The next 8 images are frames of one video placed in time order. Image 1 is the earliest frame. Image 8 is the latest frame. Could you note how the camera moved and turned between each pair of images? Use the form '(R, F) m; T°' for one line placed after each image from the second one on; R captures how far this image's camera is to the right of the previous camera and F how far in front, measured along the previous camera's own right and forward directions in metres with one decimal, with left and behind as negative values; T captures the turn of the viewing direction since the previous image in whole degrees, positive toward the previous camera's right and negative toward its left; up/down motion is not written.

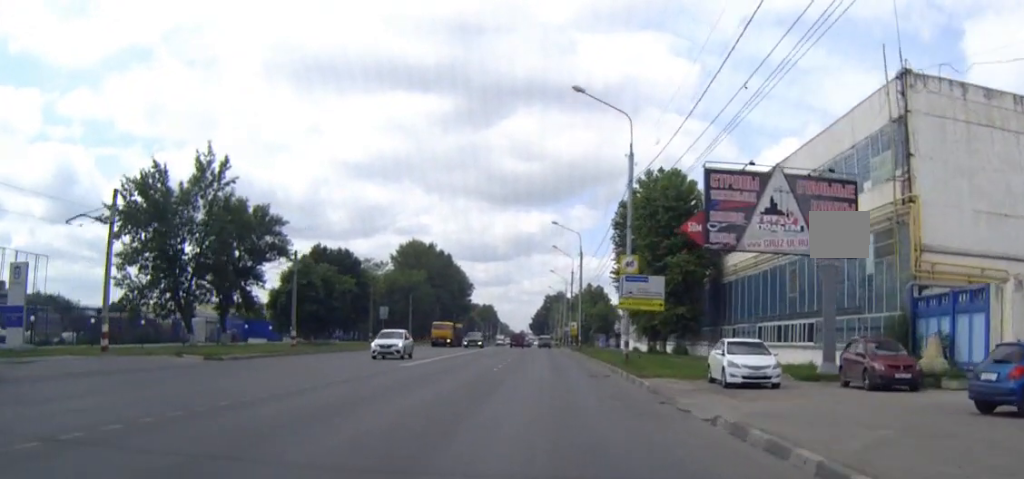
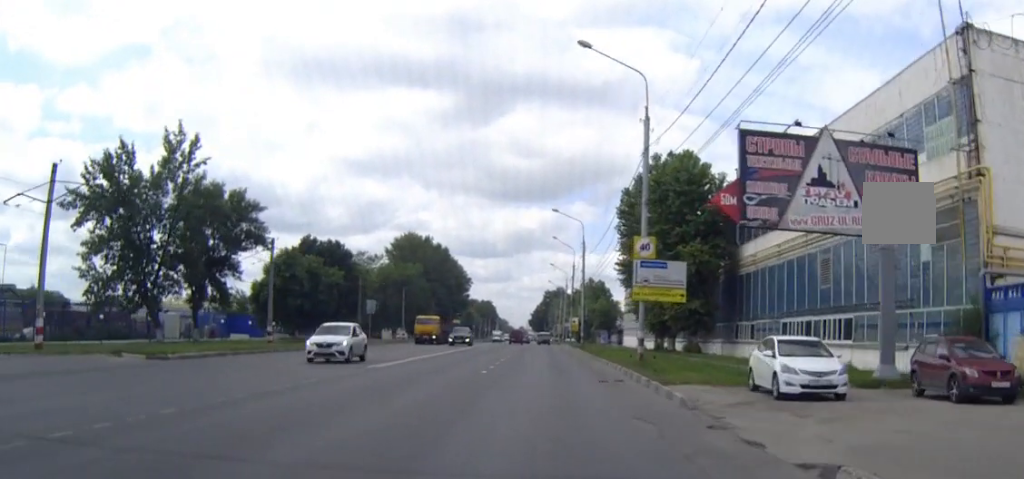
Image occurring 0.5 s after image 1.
(0.0, +5.7) m; -1°
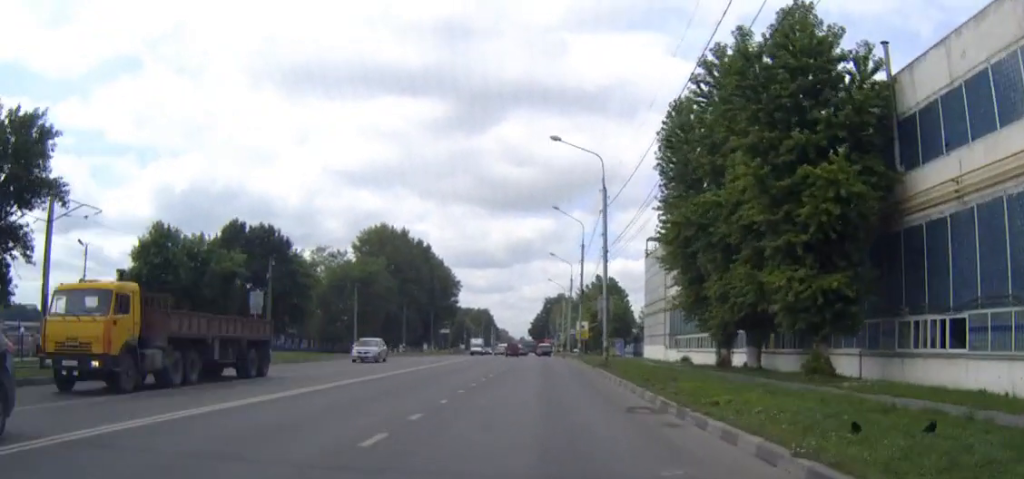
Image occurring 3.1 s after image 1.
(-0.1, +29.7) m; 0°
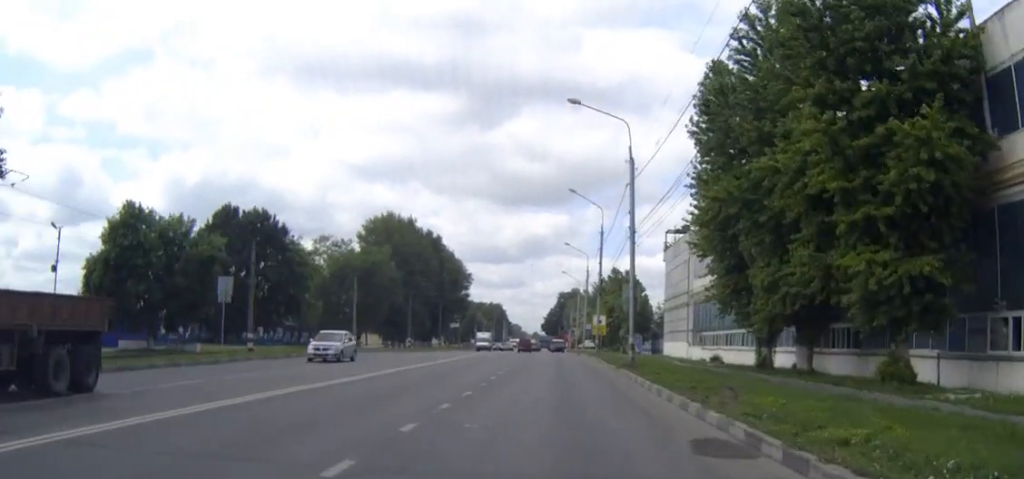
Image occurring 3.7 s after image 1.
(0.0, +6.4) m; 0°
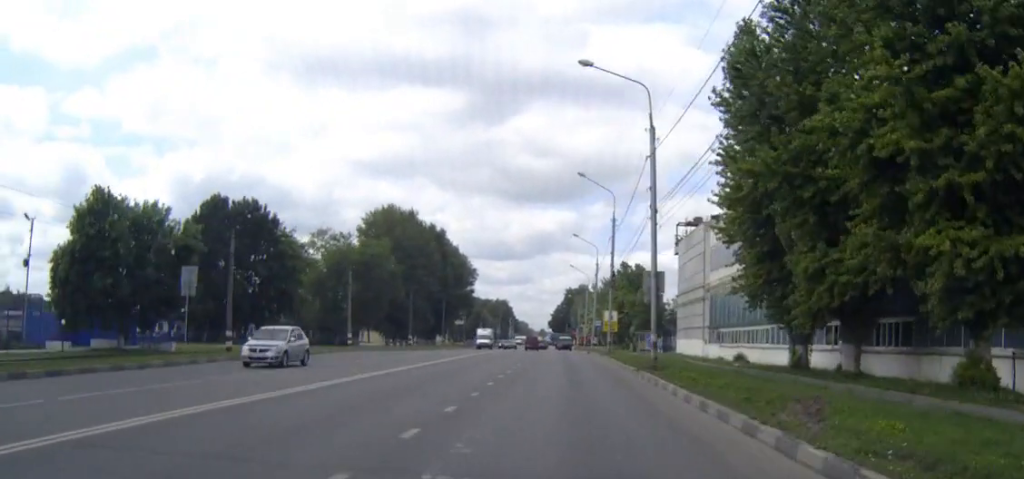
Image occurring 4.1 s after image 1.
(0.0, +4.9) m; 0°
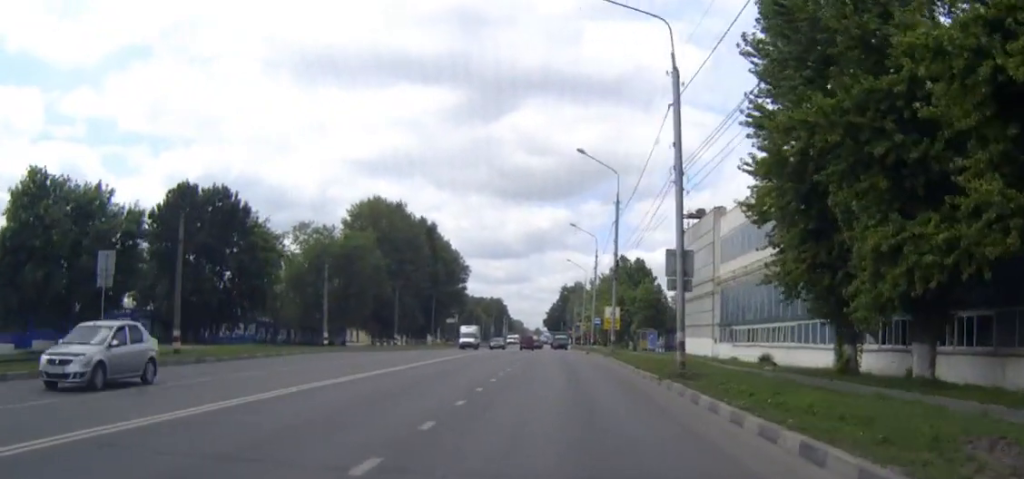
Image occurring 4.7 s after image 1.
(-0.1, +6.8) m; 0°
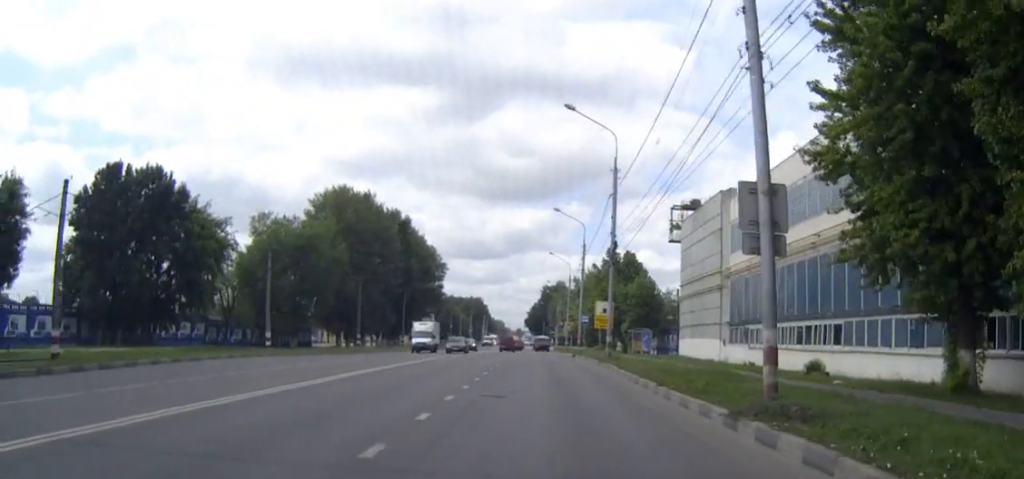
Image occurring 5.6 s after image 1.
(0.0, +10.6) m; +1°
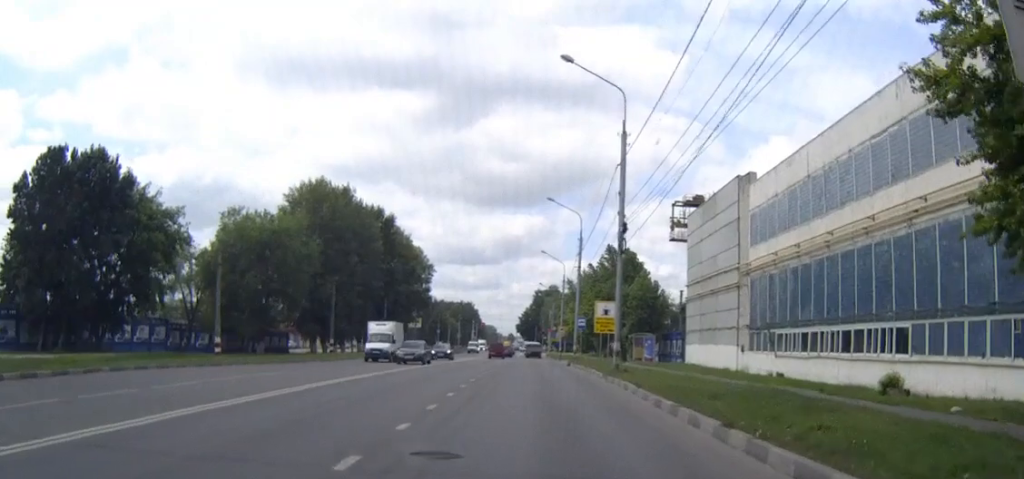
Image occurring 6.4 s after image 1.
(+0.1, +8.4) m; 0°
